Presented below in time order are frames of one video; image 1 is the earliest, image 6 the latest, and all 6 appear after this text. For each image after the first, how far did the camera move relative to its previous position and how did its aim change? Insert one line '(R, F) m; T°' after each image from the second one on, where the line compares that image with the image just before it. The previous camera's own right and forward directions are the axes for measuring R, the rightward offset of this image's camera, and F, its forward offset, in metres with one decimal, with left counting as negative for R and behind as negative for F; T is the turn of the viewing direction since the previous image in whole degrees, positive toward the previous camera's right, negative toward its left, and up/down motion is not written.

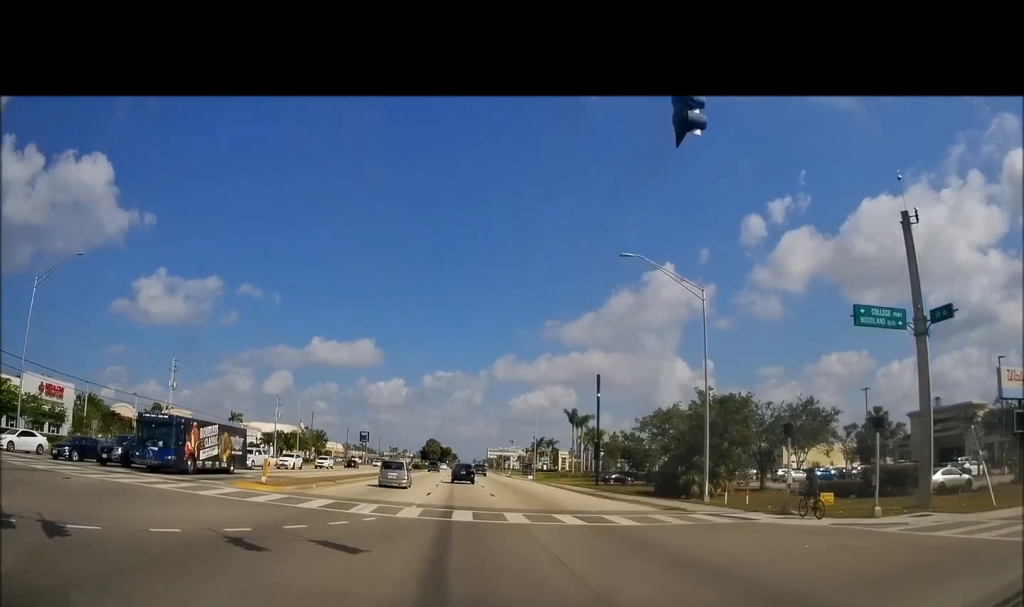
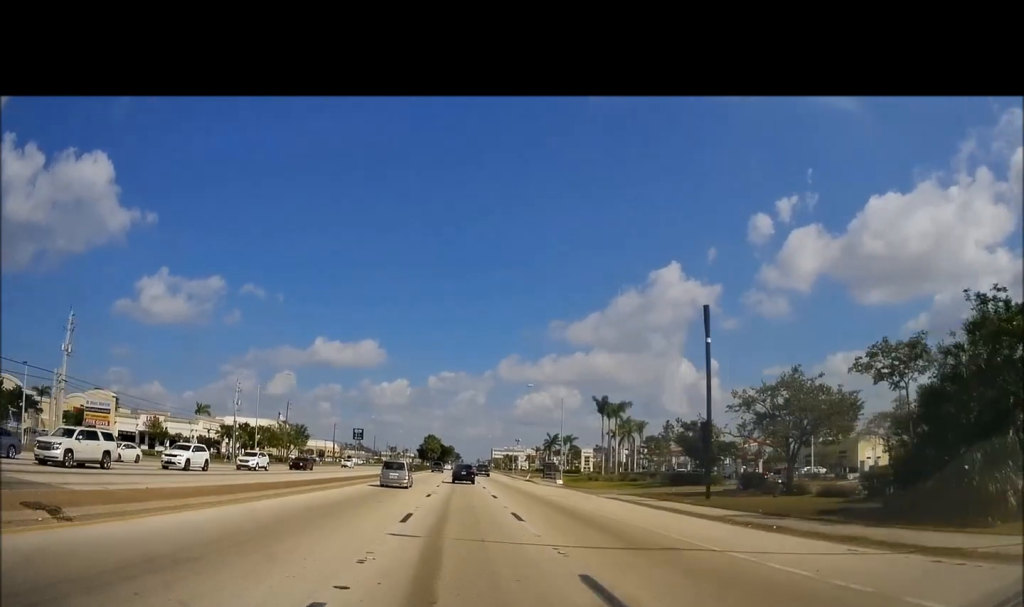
(0.0, +25.1) m; 0°
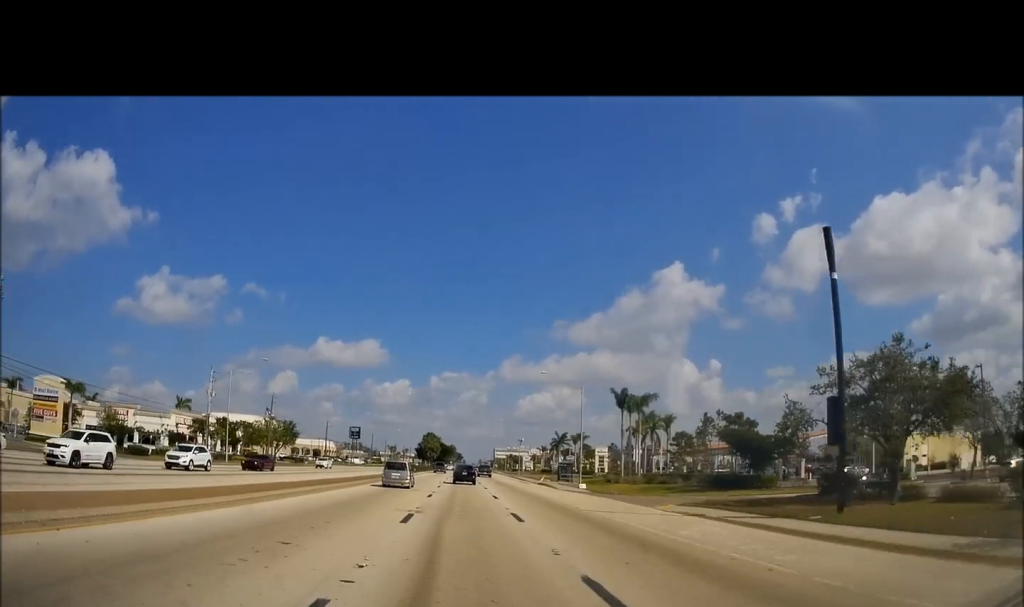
(0.0, +11.9) m; 0°
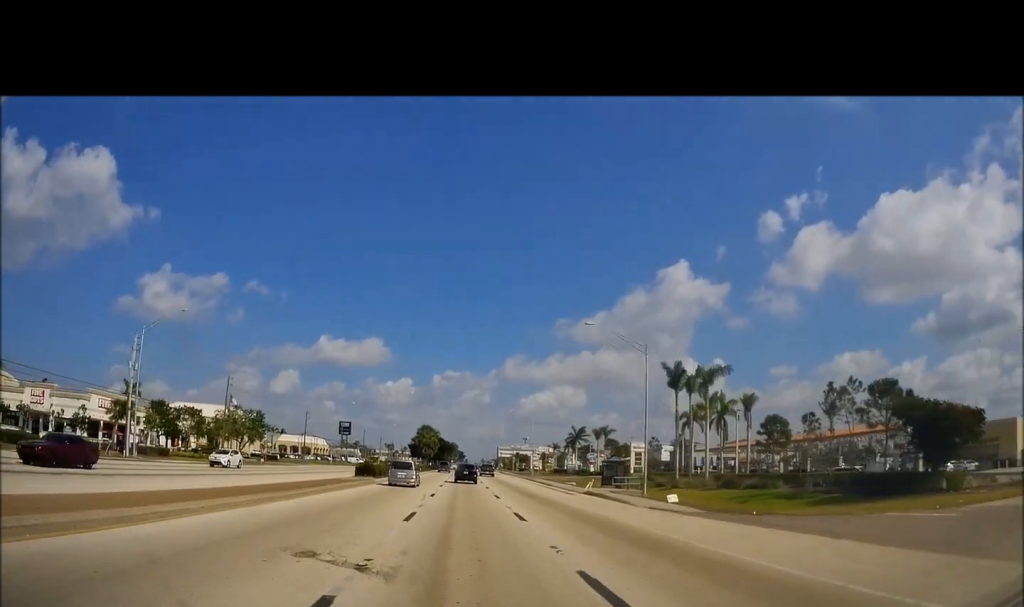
(0.0, +24.0) m; +1°
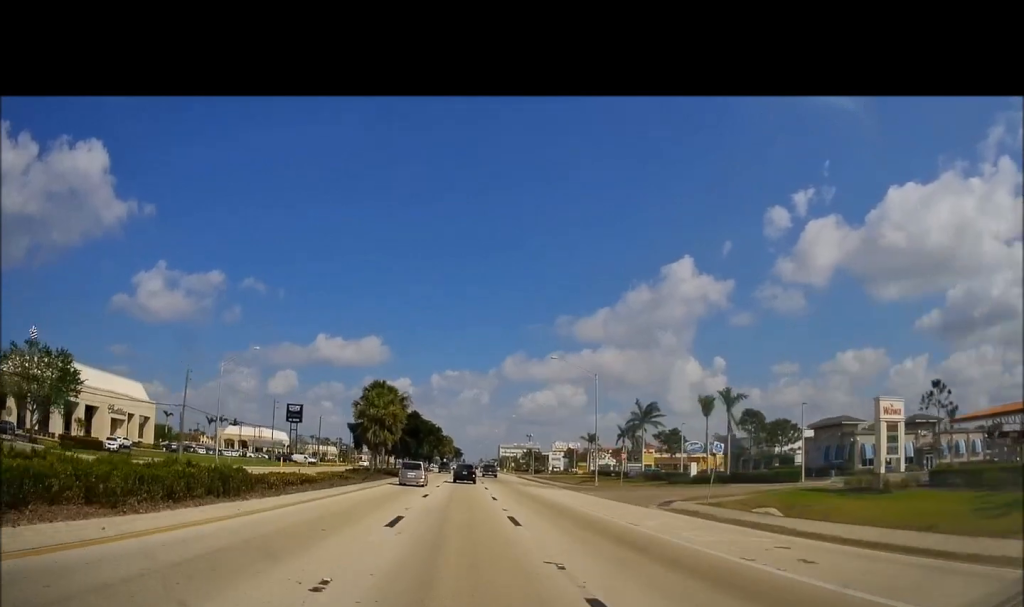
(+0.6, +61.6) m; 0°
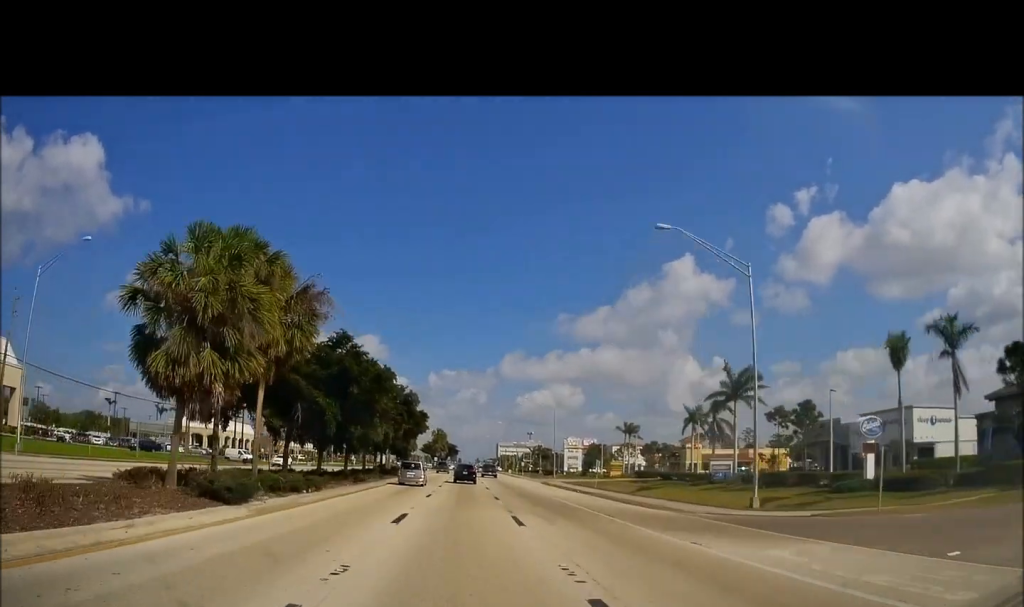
(-0.6, +36.3) m; -1°
